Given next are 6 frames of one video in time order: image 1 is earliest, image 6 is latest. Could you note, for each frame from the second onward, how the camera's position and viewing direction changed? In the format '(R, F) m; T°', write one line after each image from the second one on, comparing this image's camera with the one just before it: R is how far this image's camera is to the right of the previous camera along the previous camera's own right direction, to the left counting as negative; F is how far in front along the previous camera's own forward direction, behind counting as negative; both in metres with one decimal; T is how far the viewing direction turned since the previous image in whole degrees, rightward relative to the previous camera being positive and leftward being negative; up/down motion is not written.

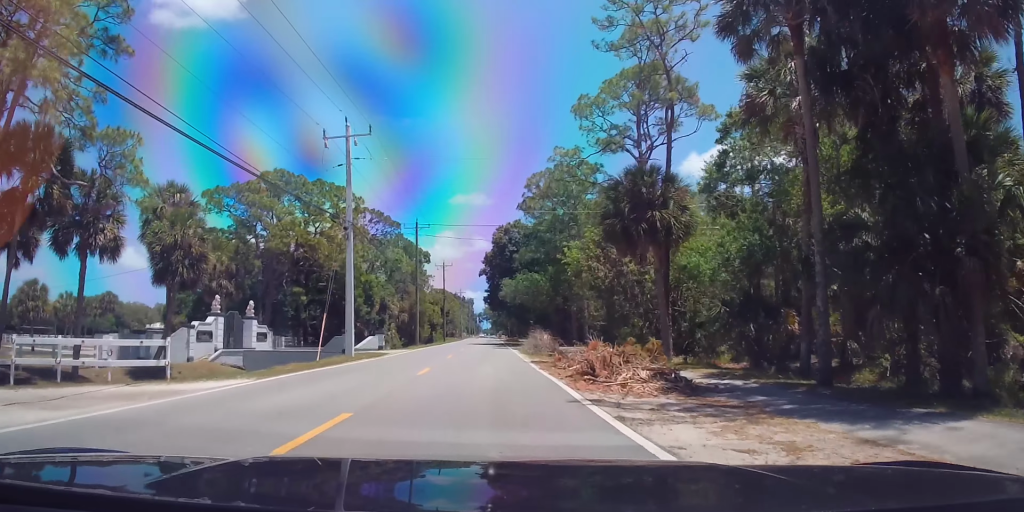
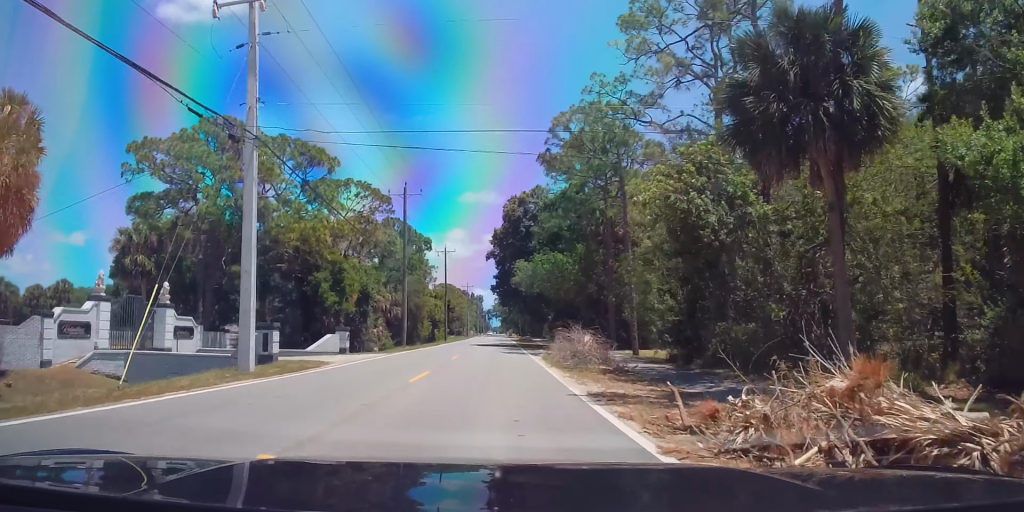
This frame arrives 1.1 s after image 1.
(0.0, +14.7) m; 0°
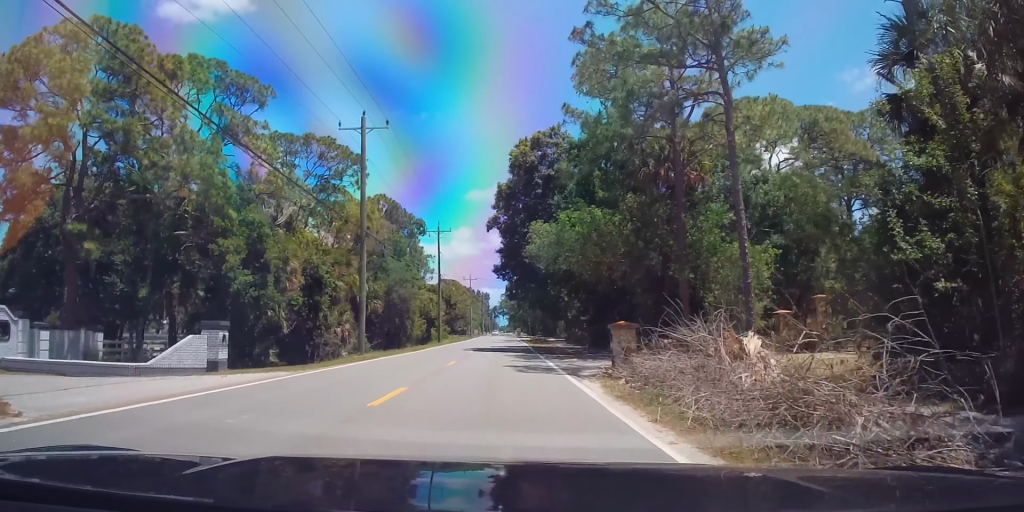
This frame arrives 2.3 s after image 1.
(0.0, +16.5) m; 0°
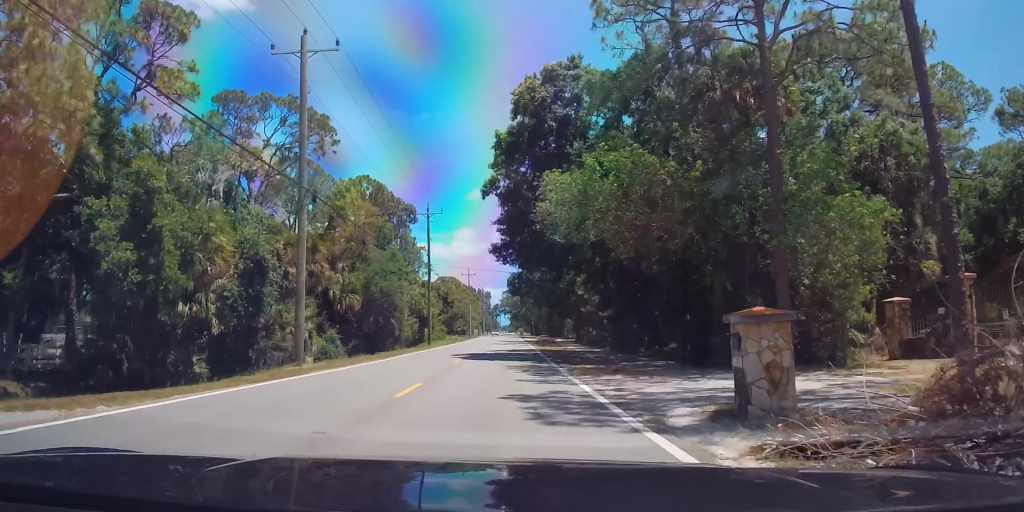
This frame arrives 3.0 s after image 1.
(0.0, +10.2) m; 0°
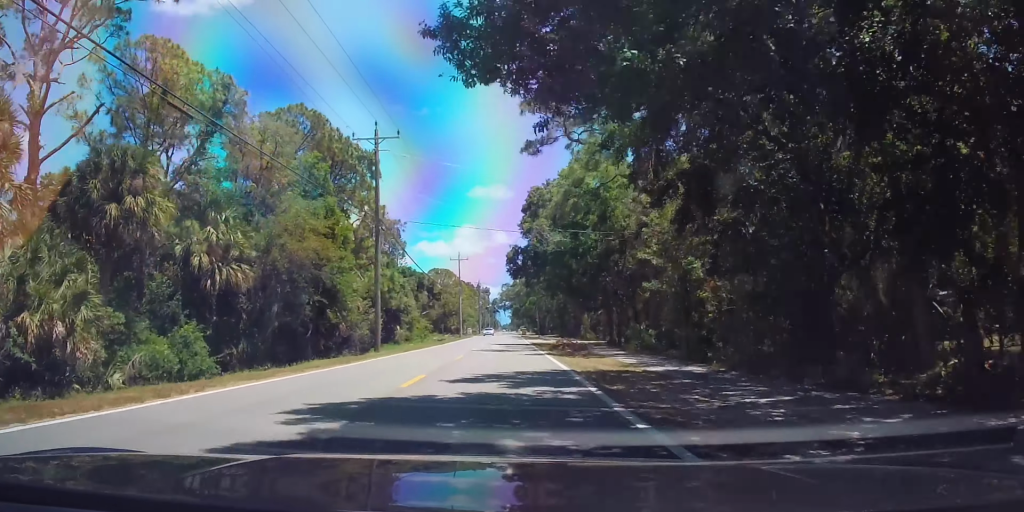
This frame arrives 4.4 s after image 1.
(0.0, +22.9) m; 0°
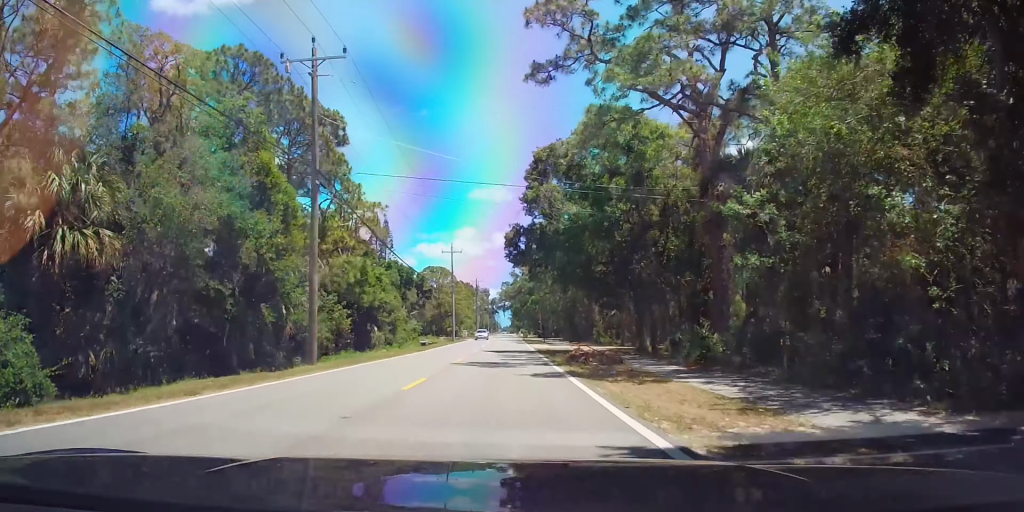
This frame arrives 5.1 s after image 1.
(0.0, +11.6) m; -1°
